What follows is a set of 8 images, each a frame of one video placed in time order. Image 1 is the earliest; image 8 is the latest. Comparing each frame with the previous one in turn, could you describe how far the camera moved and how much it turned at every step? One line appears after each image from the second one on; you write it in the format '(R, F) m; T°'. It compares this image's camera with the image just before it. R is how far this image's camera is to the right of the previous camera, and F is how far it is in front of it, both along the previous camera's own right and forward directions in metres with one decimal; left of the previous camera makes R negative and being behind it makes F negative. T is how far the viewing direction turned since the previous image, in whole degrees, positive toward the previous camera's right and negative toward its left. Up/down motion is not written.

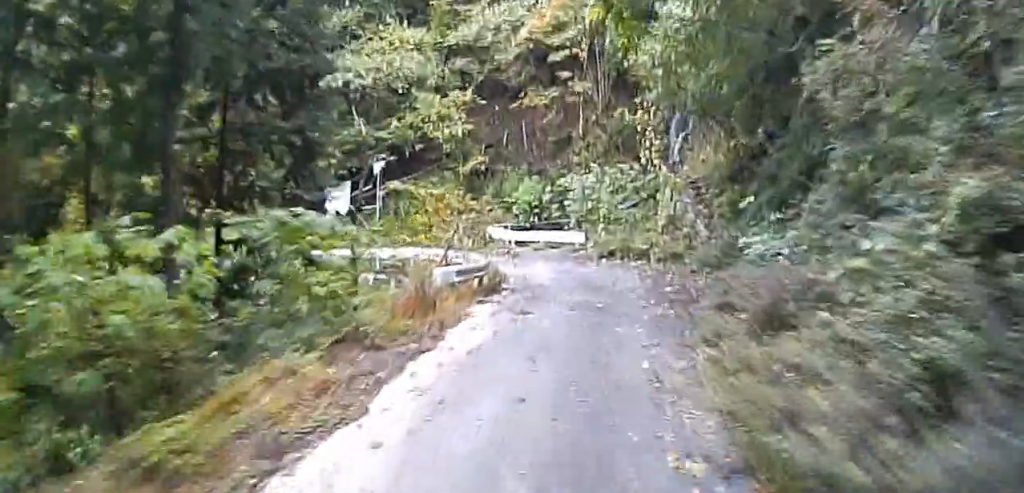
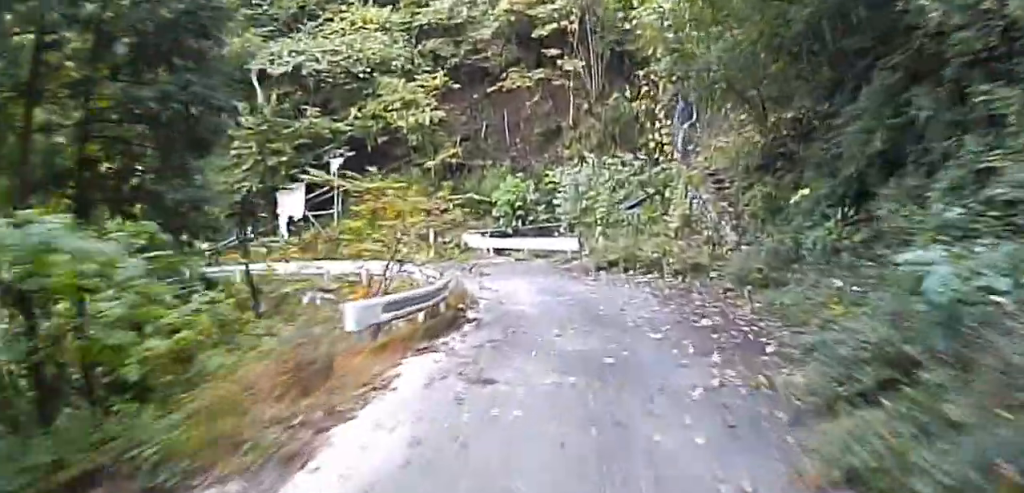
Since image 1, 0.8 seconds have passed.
(0.0, +5.2) m; +1°
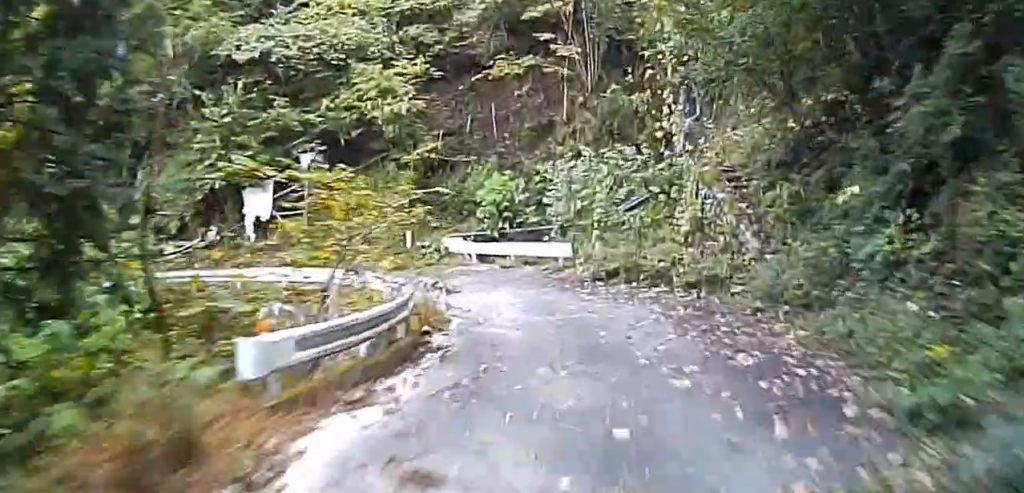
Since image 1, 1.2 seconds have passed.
(-0.1, +3.1) m; +2°
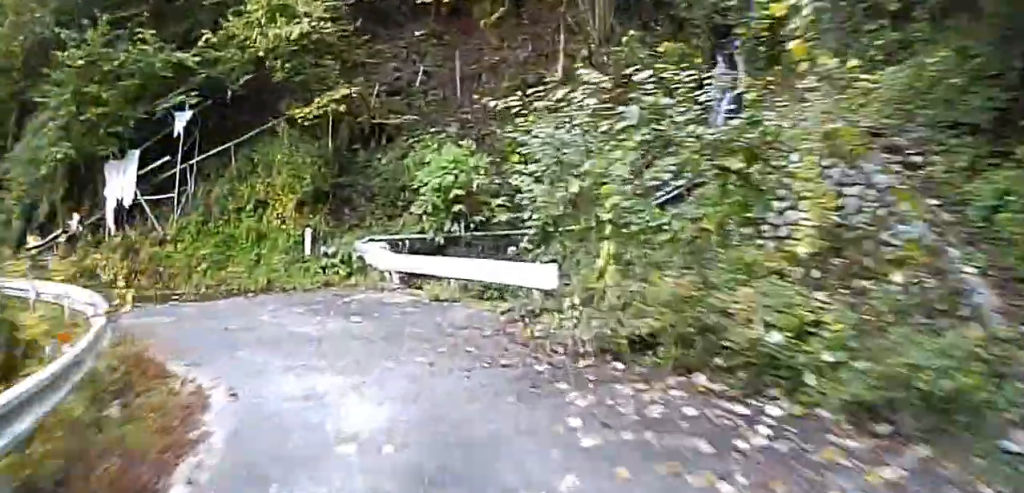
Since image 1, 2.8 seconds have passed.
(+1.9, +7.4) m; +26°
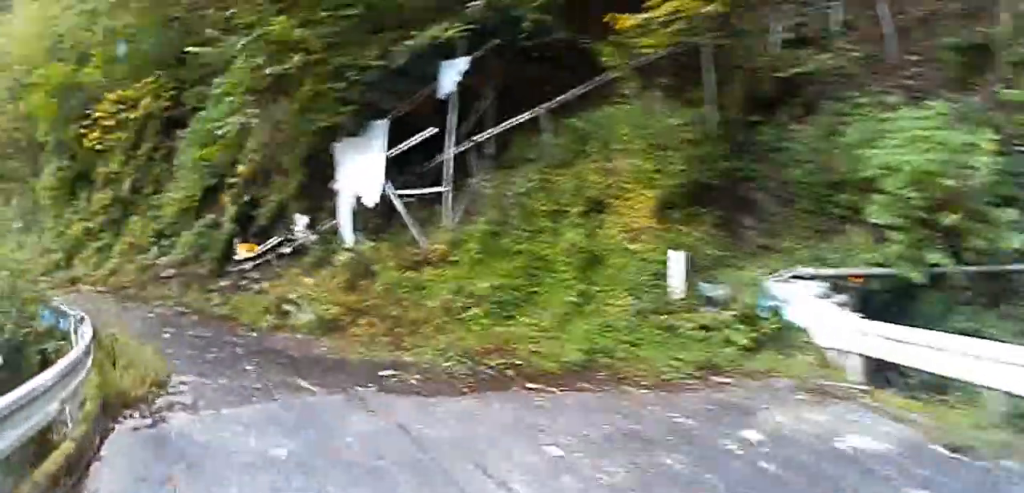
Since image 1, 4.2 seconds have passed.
(-2.8, +6.4) m; -48°
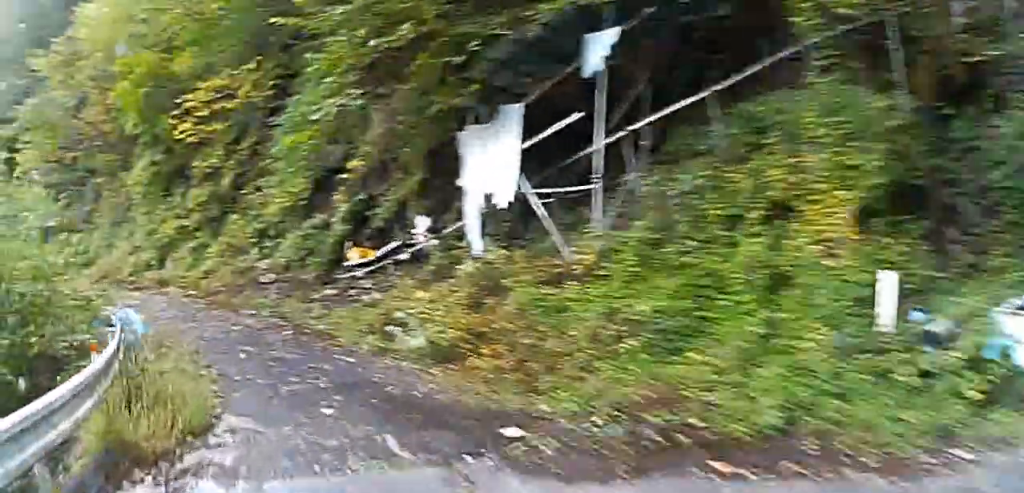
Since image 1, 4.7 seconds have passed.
(-0.5, +3.0) m; -18°
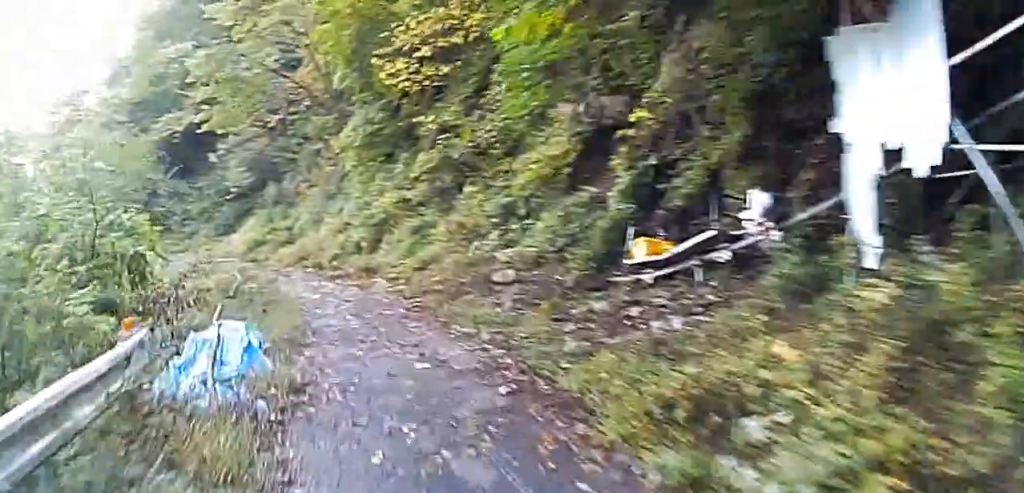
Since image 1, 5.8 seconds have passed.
(-3.1, +5.8) m; -45°
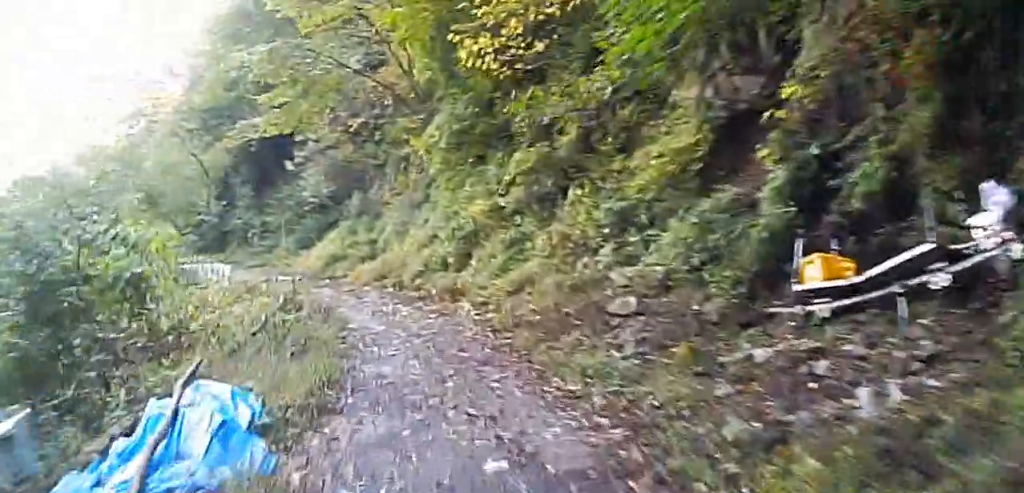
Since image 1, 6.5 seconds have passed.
(-1.0, +4.2) m; -13°
